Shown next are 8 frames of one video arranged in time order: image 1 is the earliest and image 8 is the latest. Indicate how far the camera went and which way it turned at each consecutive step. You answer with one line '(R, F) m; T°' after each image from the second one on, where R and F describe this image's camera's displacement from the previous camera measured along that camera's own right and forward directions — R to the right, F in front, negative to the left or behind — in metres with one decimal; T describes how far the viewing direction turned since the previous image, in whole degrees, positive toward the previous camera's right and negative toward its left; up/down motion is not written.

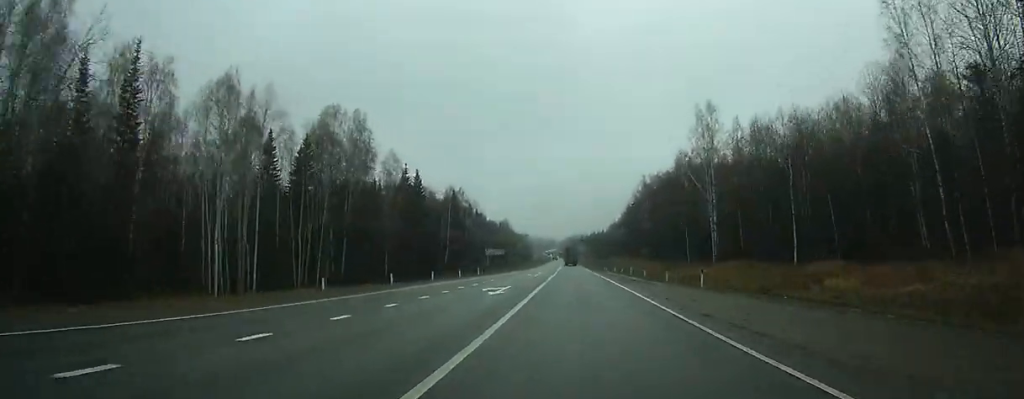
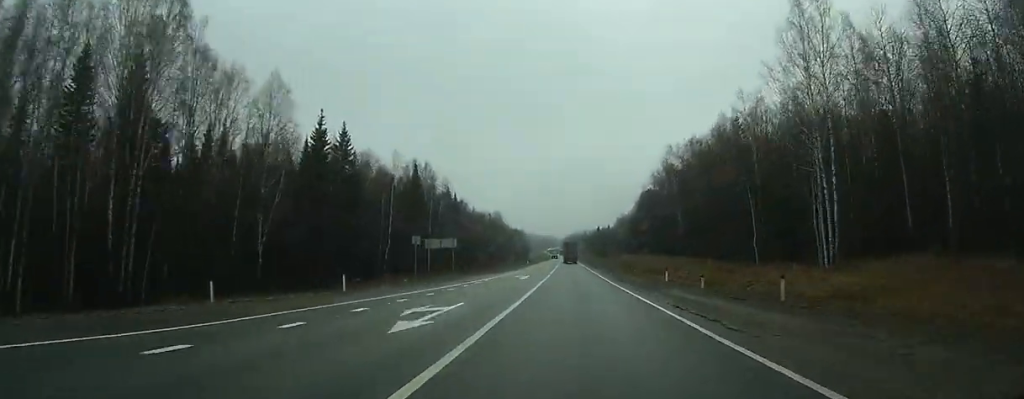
(-9.7, +61.0) m; -10°
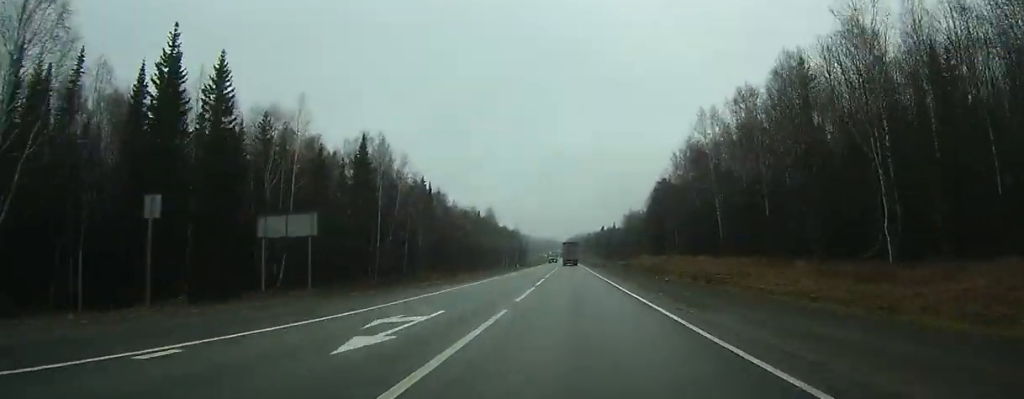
(-9.4, +51.1) m; -1°
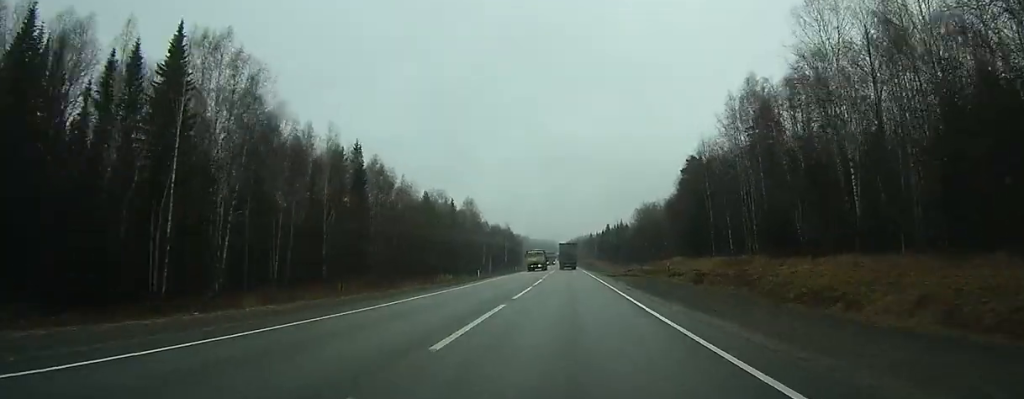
(+11.6, +62.5) m; +16°
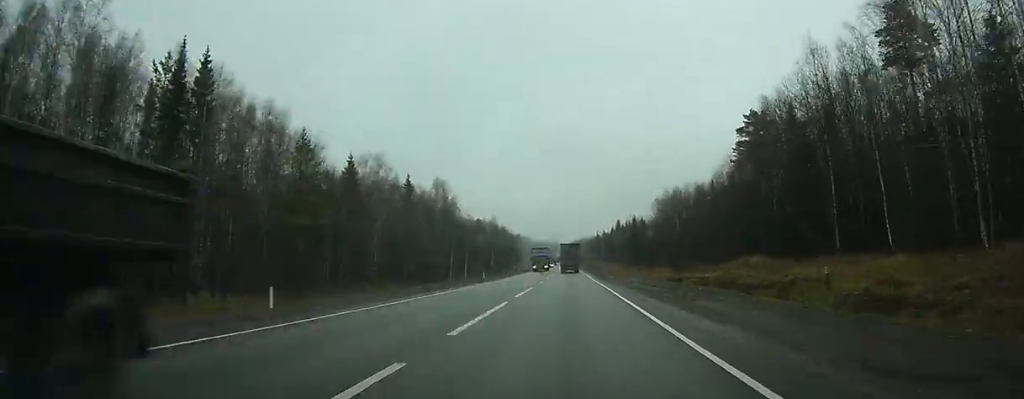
(+8.5, +56.8) m; +9°
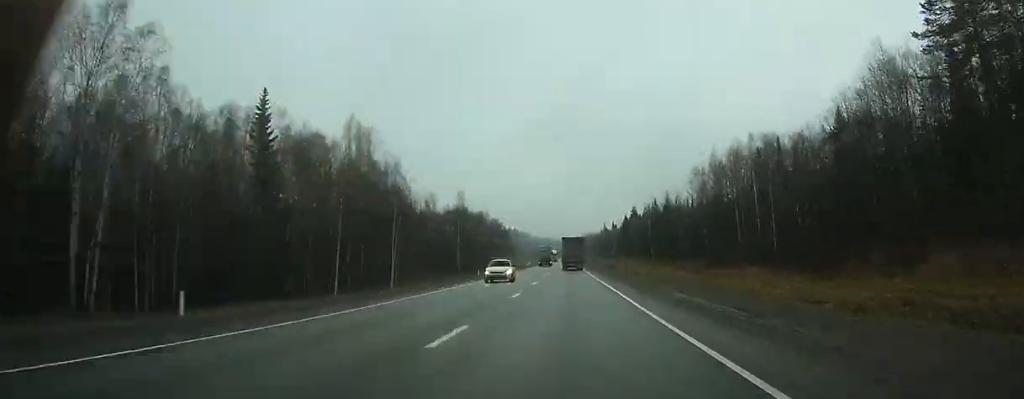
(+1.3, +61.4) m; +1°
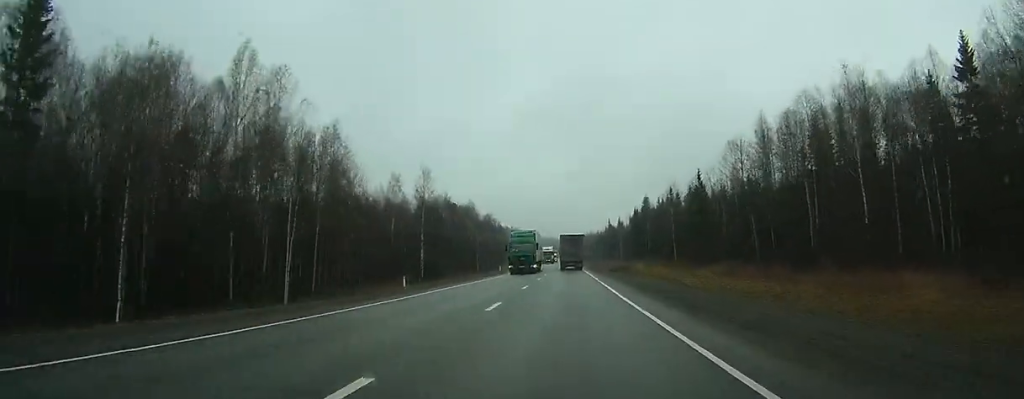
(+0.1, +29.2) m; 0°
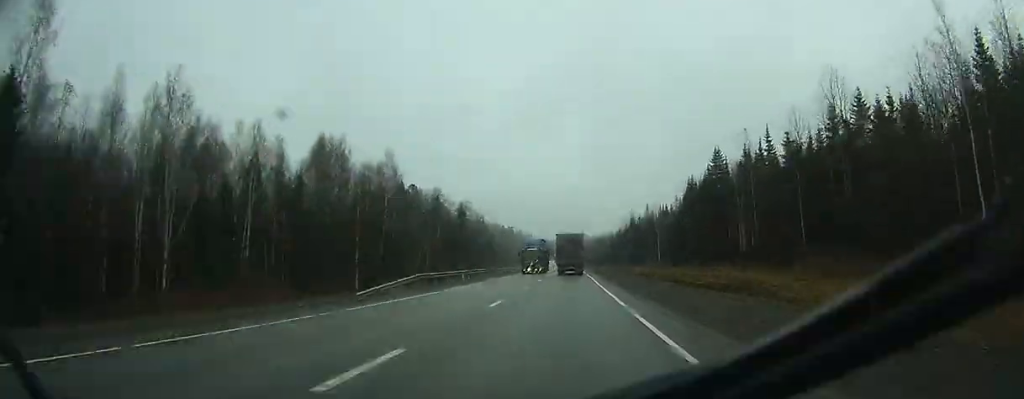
(-0.2, +77.8) m; 0°
